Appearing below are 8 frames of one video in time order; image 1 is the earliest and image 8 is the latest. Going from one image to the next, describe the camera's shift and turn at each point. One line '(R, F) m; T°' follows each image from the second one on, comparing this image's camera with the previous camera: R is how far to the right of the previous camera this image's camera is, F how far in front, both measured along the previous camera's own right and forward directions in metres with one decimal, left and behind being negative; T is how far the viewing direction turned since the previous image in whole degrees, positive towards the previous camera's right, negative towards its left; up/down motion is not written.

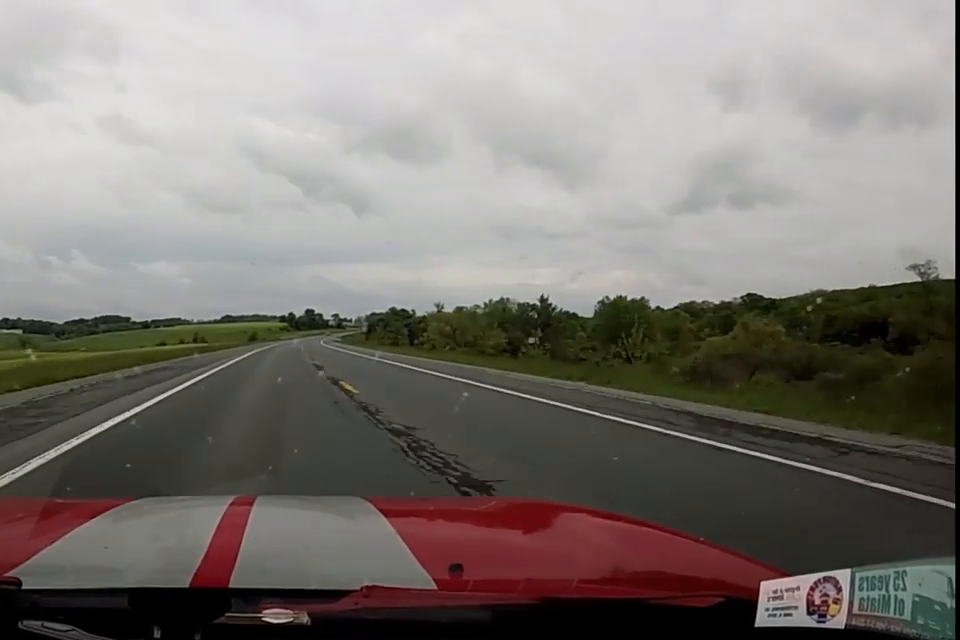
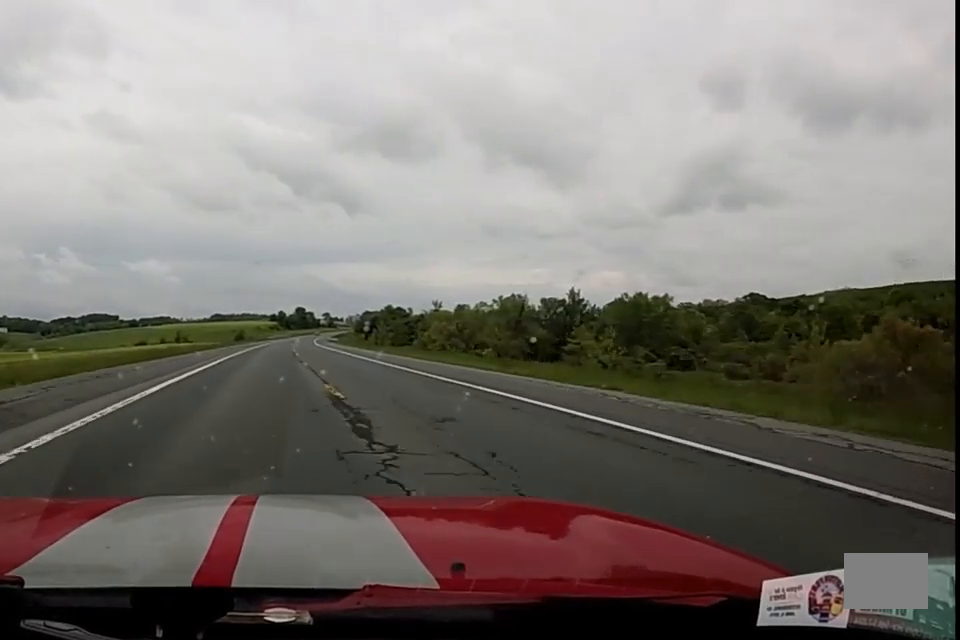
(-0.4, +13.8) m; 0°
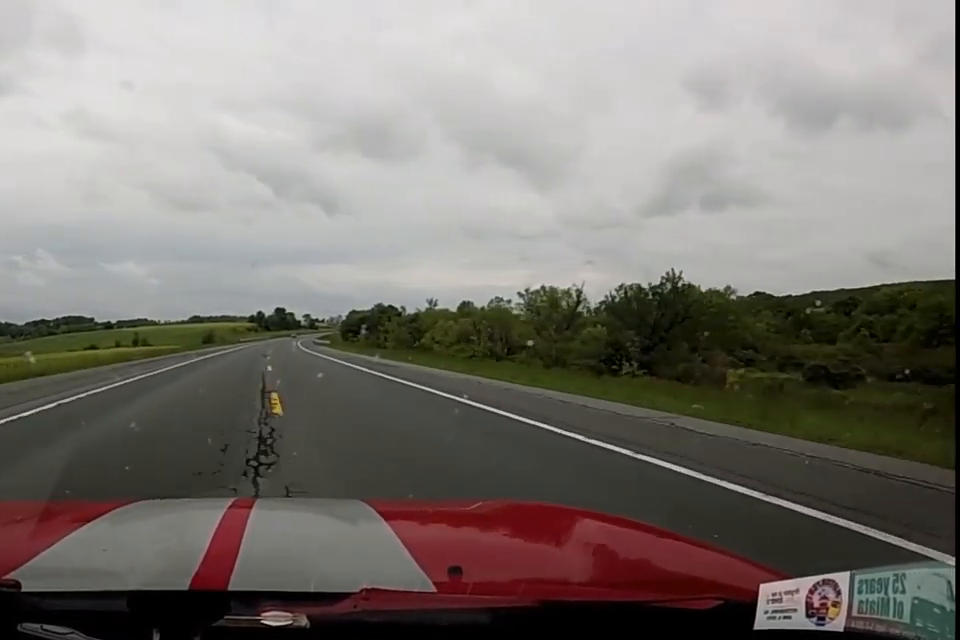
(-0.3, +26.3) m; +1°
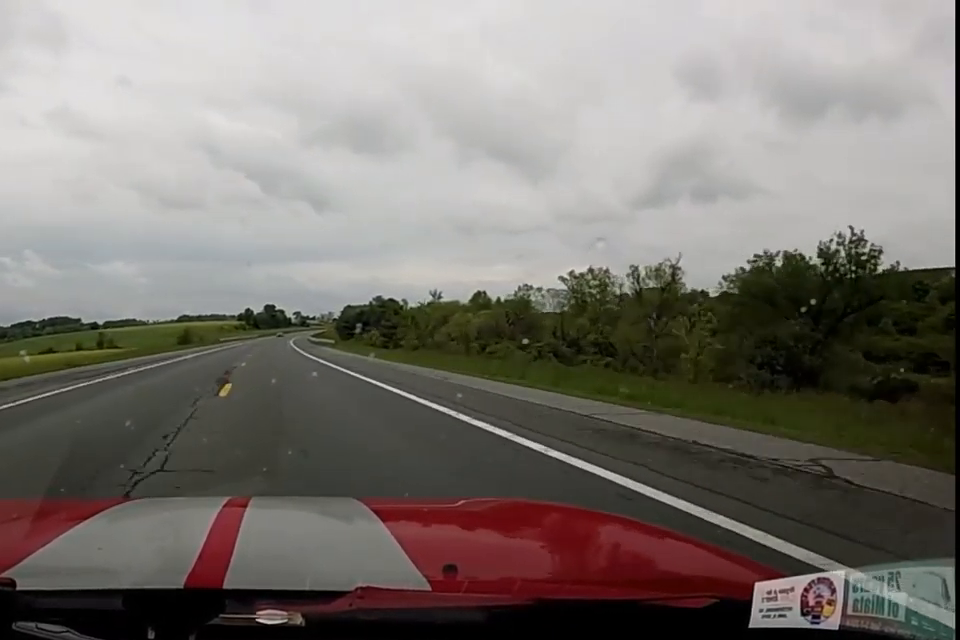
(+0.8, +20.7) m; +2°
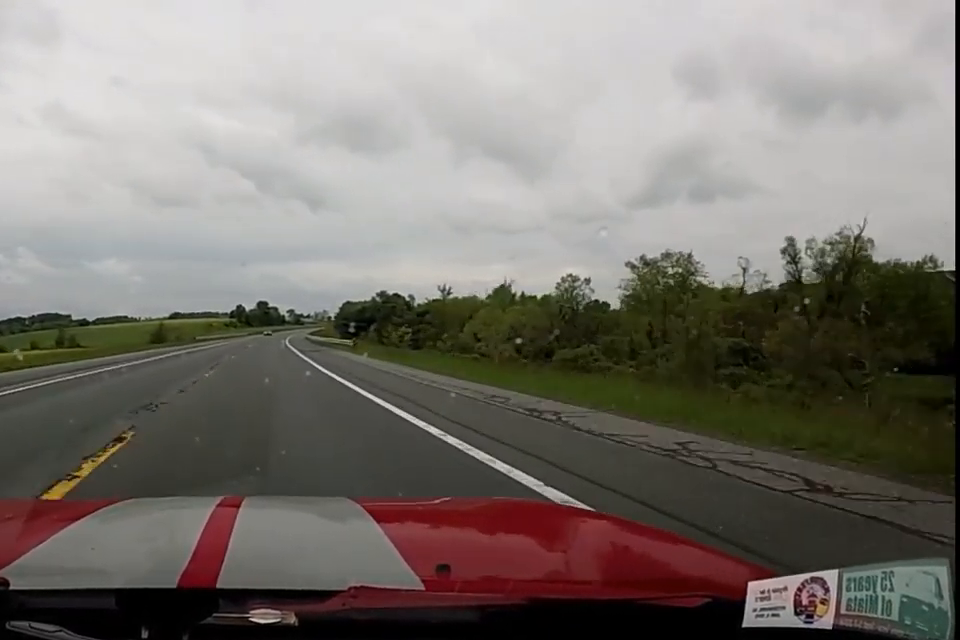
(+0.1, +19.5) m; -1°
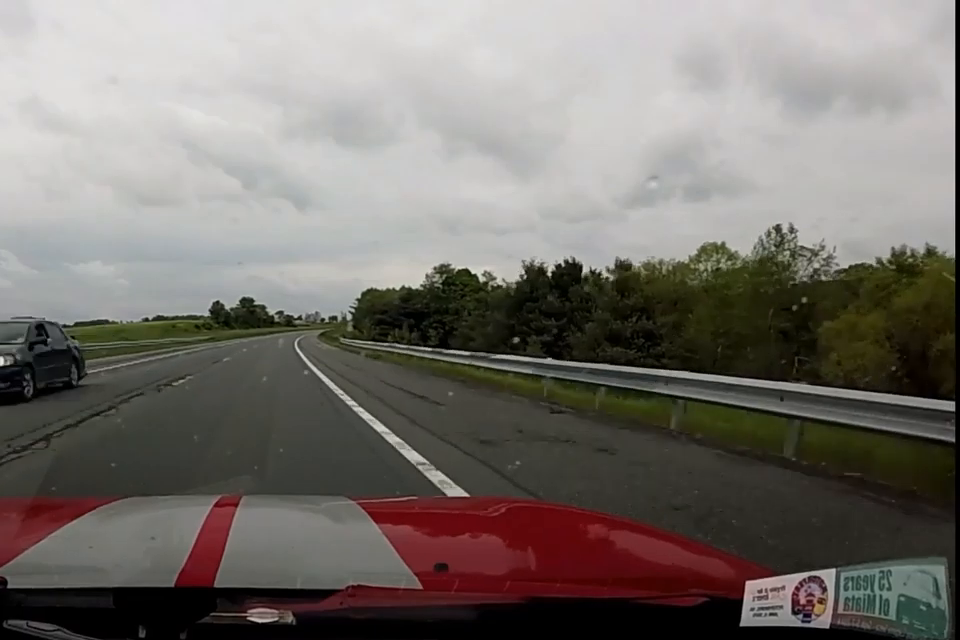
(-0.7, +74.2) m; -1°
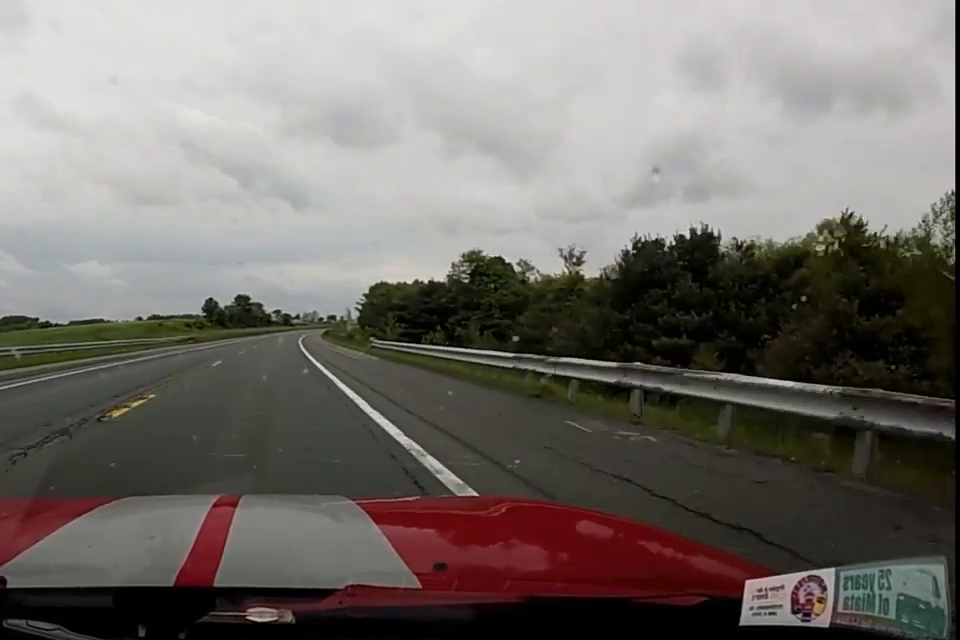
(-0.6, +17.6) m; 0°
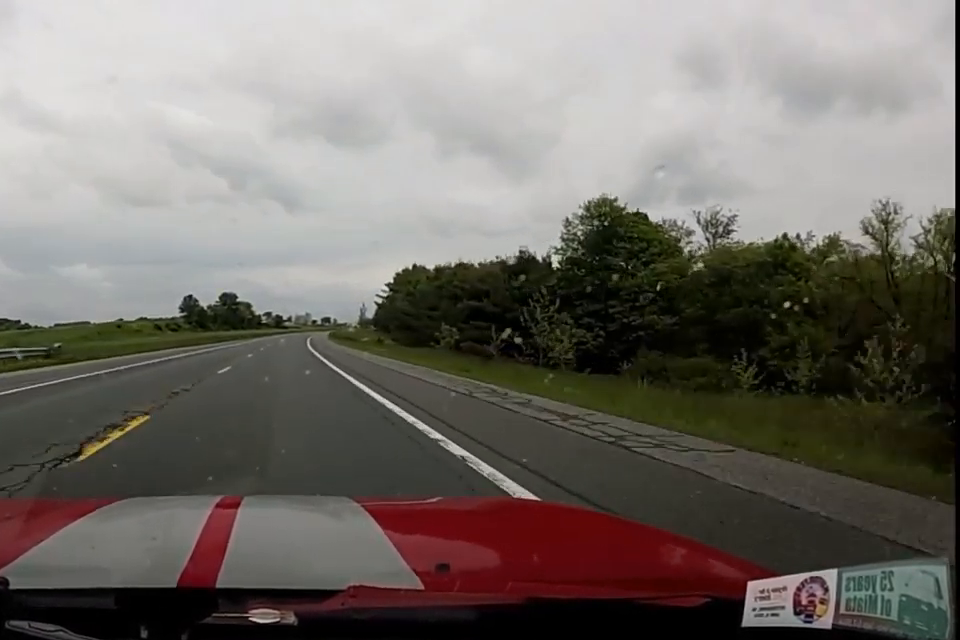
(+0.6, +38.8) m; +3°
